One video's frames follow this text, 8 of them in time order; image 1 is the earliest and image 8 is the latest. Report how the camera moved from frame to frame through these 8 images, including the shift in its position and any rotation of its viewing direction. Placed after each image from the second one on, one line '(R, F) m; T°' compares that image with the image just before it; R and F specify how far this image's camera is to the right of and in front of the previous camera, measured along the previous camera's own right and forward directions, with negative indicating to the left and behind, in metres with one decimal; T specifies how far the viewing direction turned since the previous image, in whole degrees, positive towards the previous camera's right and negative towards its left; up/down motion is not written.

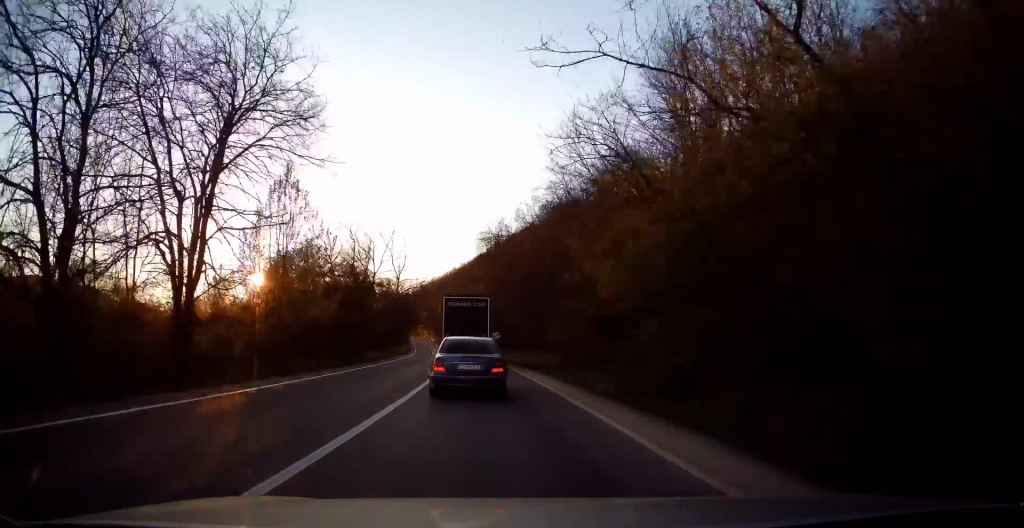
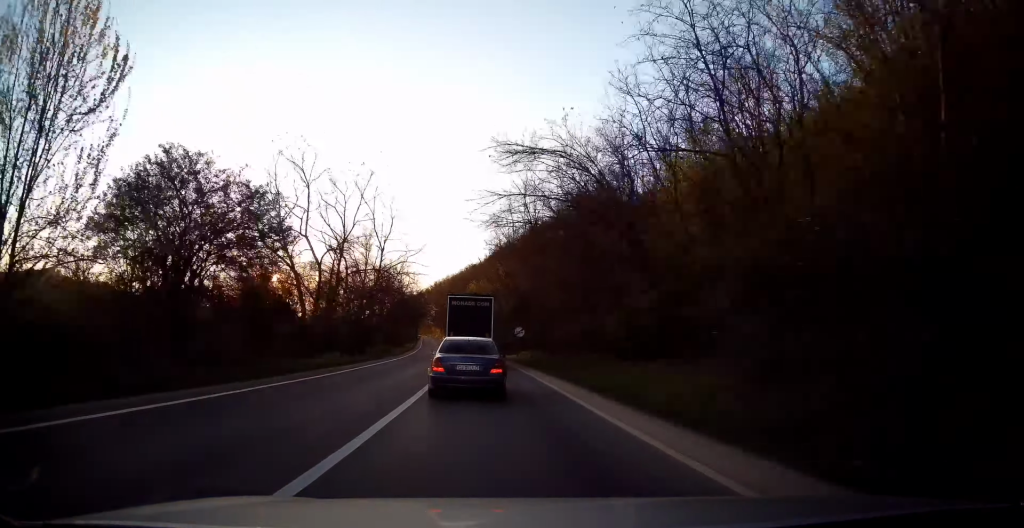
(-0.2, +16.6) m; -2°
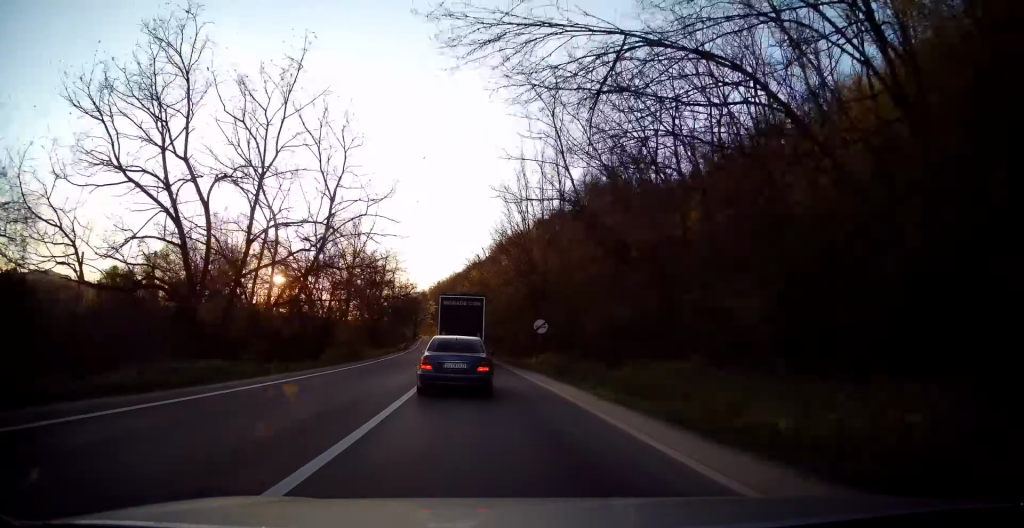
(-0.1, +14.4) m; -2°
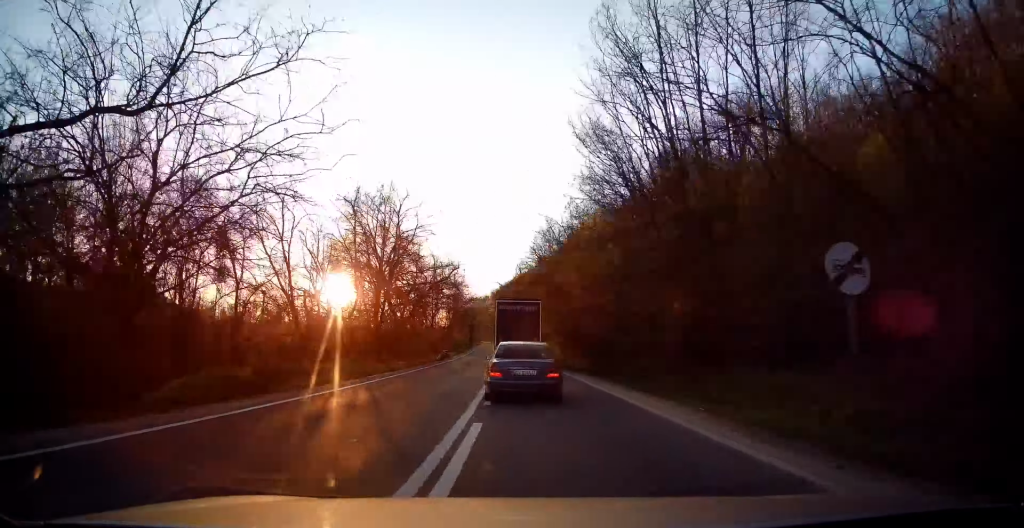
(-0.4, +24.1) m; -3°
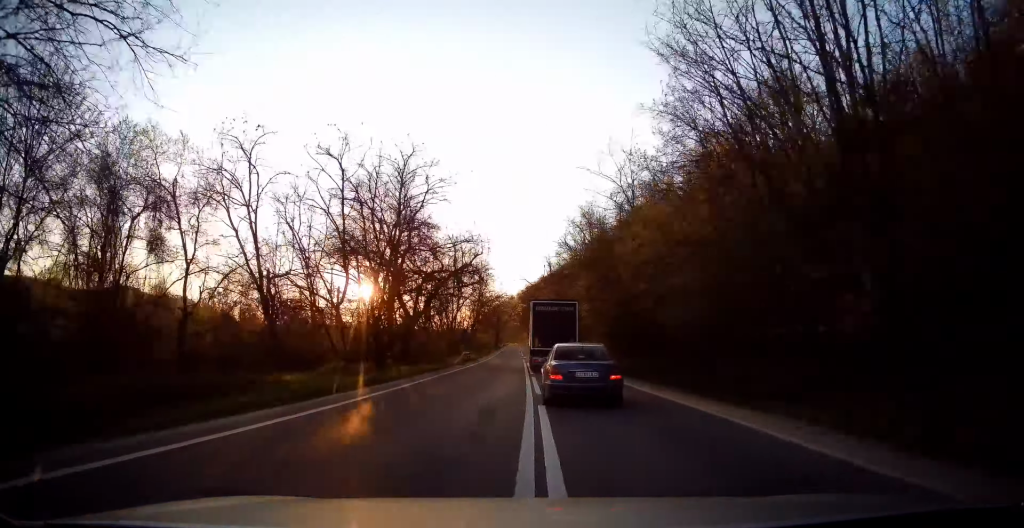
(+0.3, +8.4) m; -2°
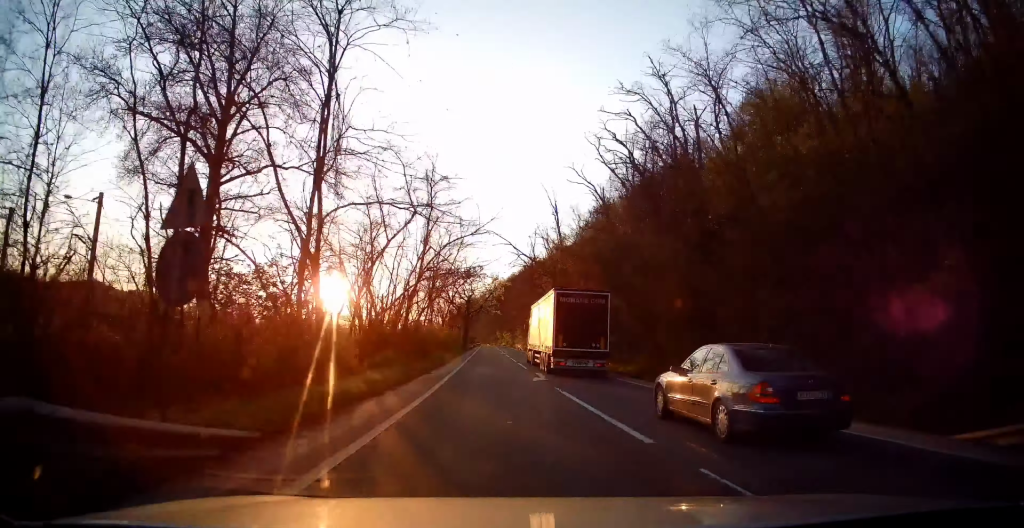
(-2.0, +42.6) m; -1°
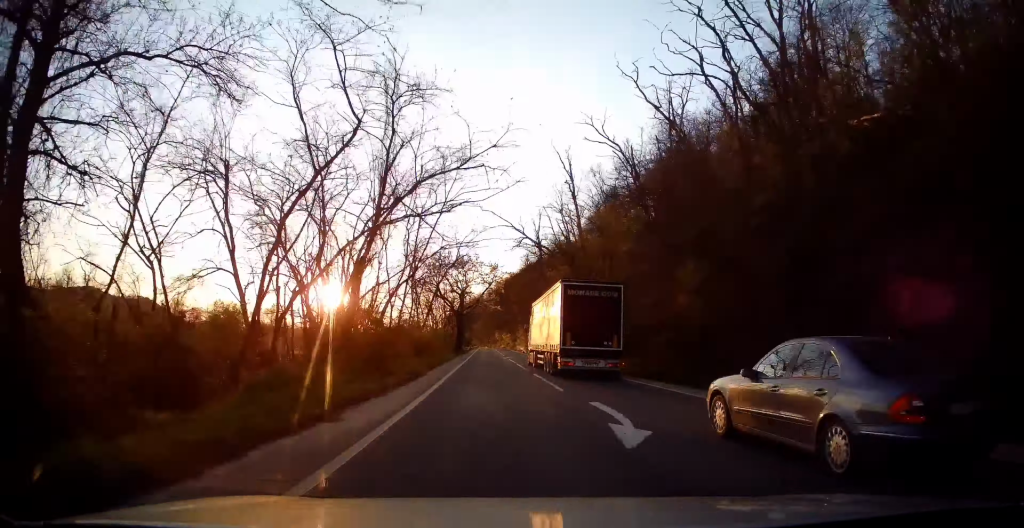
(+0.2, +14.2) m; 0°
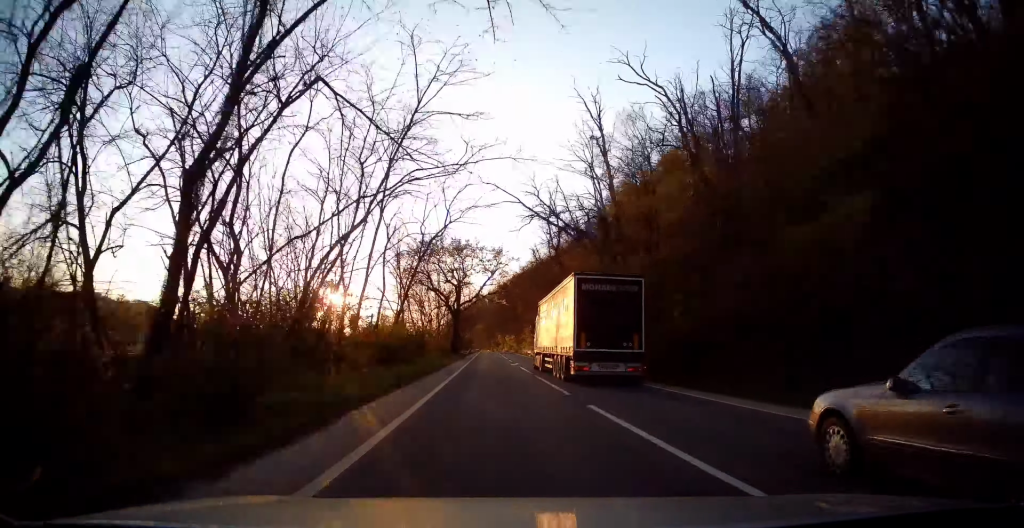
(0.0, +12.4) m; 0°
